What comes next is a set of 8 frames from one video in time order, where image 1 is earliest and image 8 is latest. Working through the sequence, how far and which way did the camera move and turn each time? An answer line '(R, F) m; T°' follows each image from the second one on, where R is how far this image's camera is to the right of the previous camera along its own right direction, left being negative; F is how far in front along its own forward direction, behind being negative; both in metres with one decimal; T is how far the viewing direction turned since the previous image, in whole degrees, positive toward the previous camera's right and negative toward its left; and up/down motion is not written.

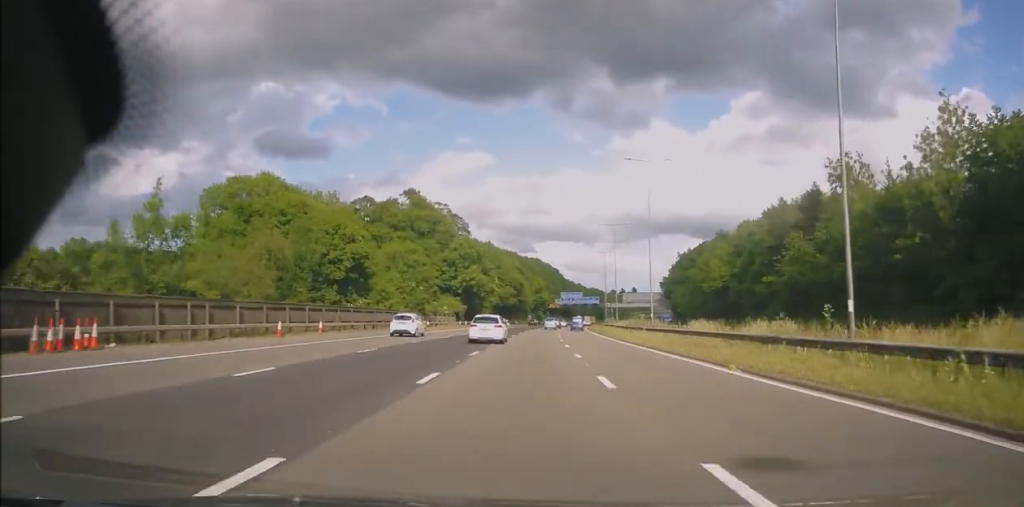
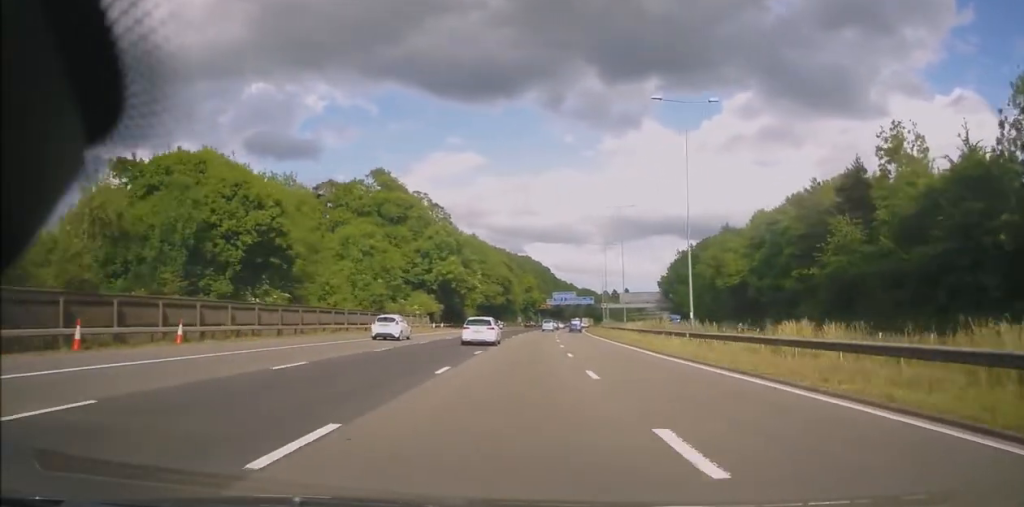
(+0.1, +15.5) m; +1°
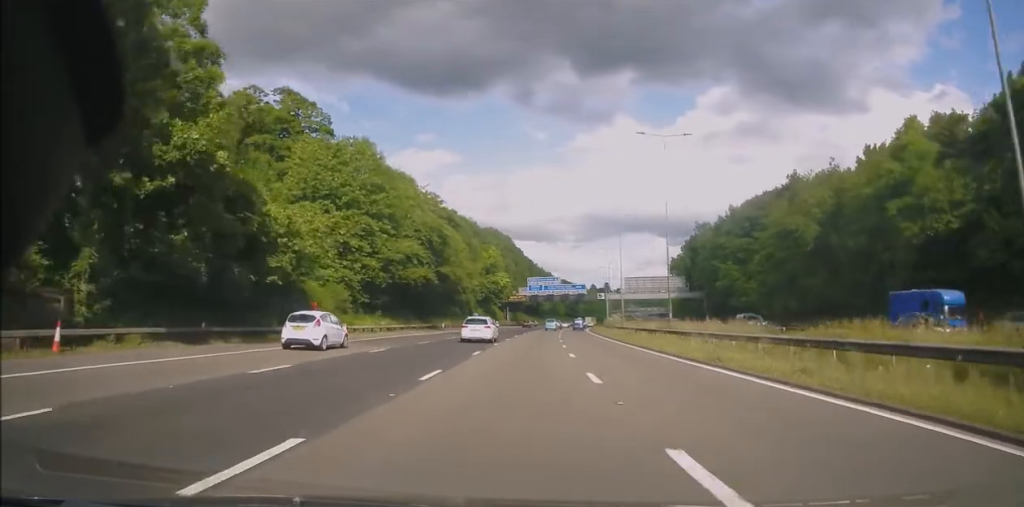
(+2.3, +64.3) m; +3°
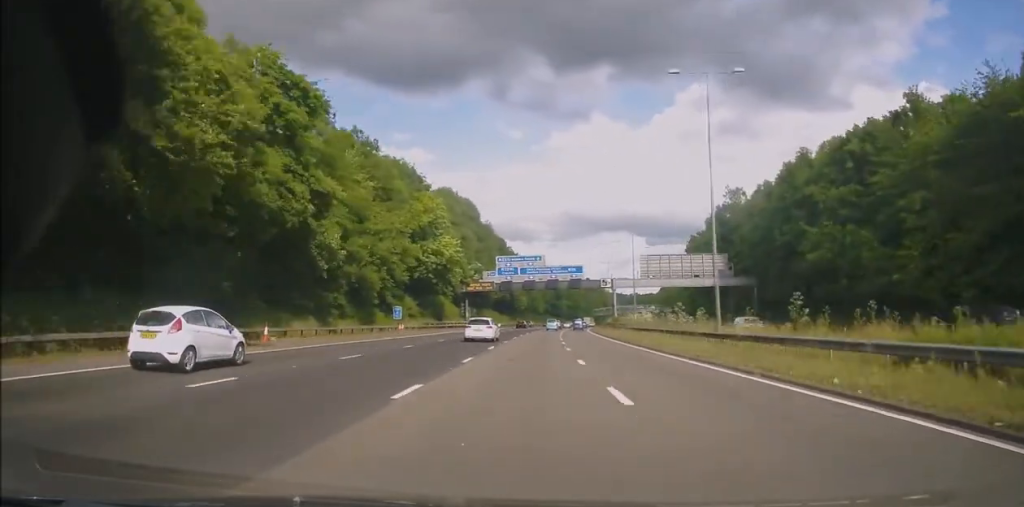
(+0.7, +47.8) m; +2°
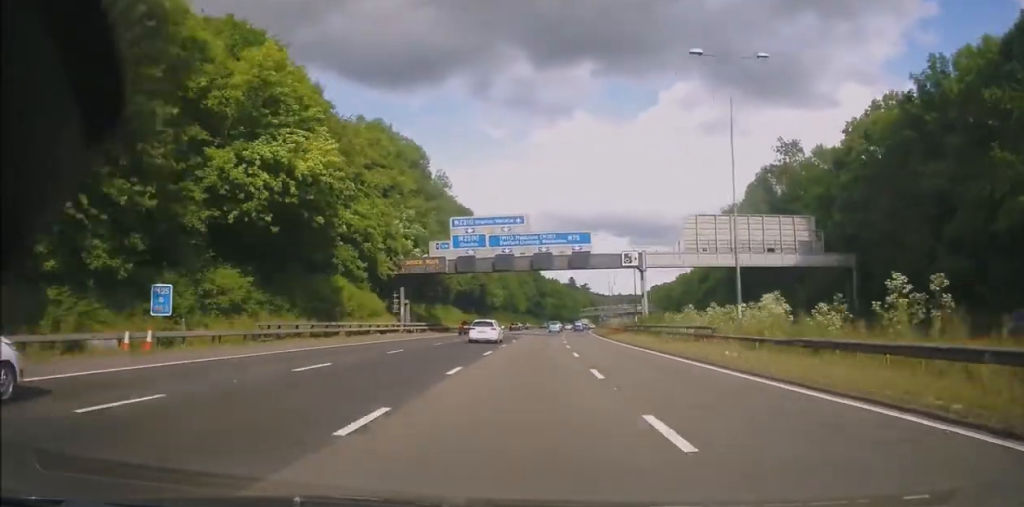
(+0.7, +38.5) m; +2°
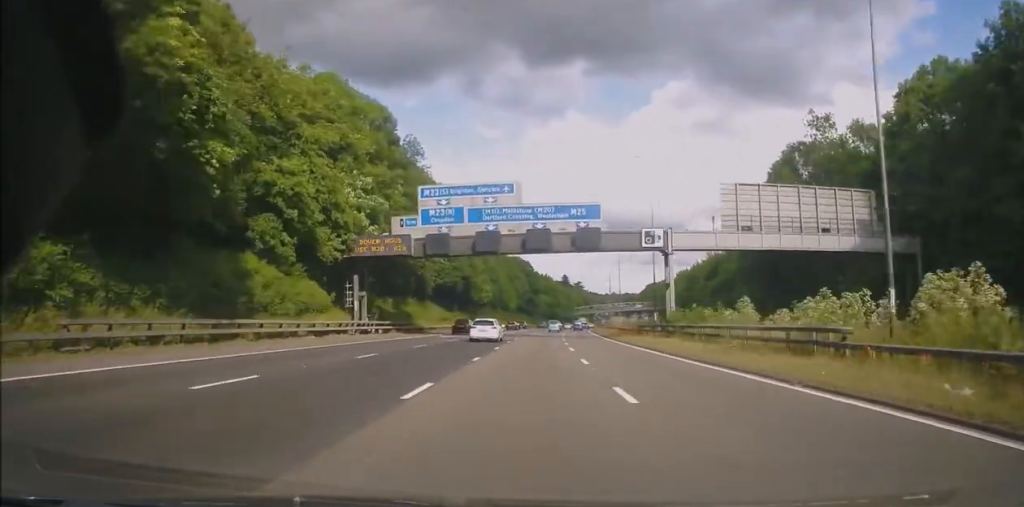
(0.0, +14.1) m; +1°
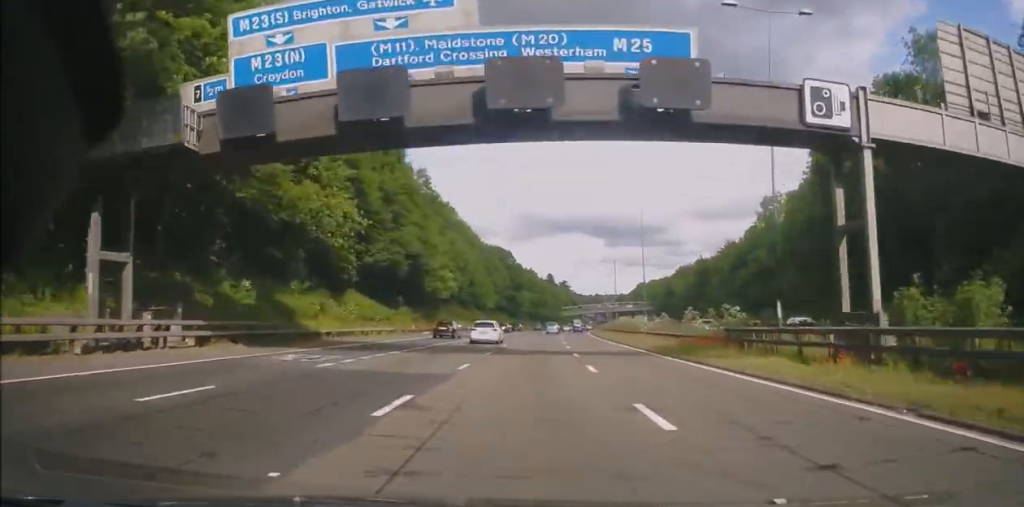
(+0.5, +29.6) m; +1°
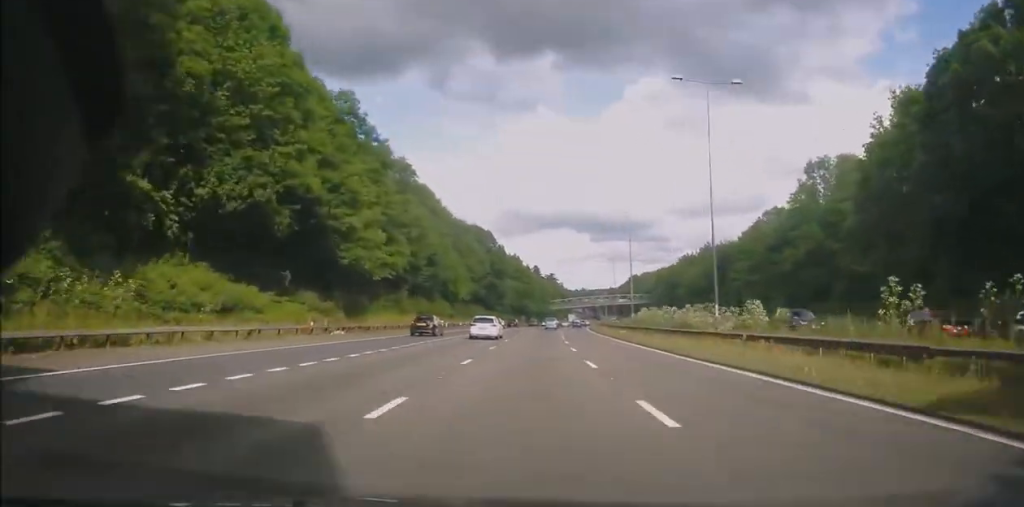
(-0.1, +26.6) m; +1°
